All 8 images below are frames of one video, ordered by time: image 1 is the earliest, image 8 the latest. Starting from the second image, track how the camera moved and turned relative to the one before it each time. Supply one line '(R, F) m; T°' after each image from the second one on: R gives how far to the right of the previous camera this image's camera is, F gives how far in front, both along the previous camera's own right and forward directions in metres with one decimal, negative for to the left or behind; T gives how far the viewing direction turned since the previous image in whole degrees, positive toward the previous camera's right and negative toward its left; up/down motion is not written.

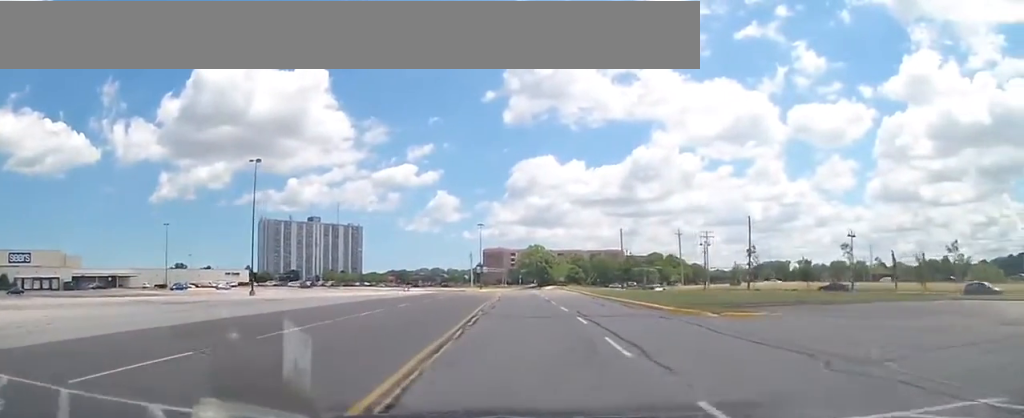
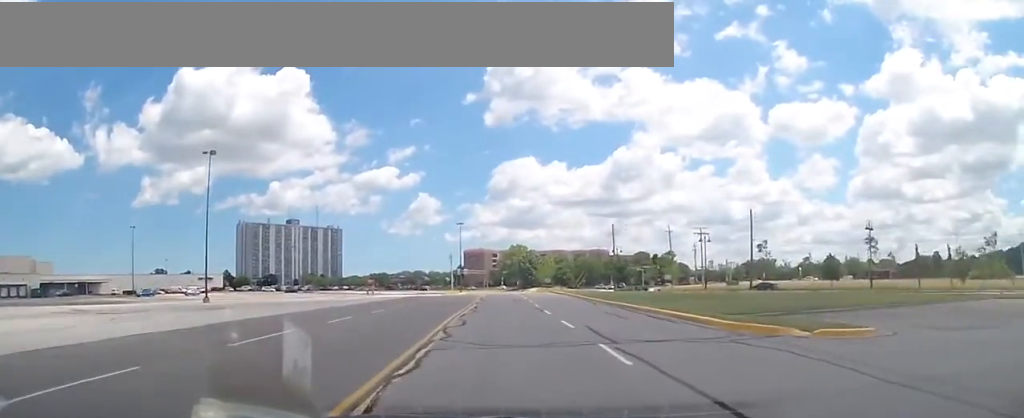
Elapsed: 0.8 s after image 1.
(+0.4, +8.0) m; +4°
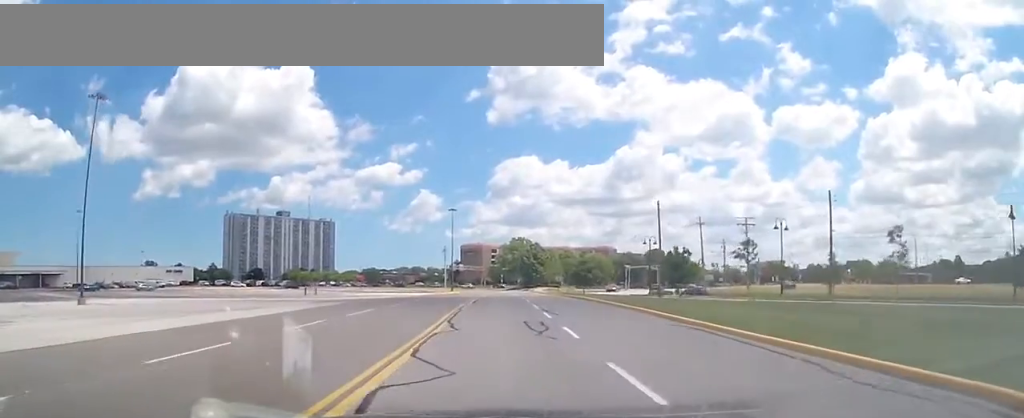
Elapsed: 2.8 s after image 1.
(+0.7, +22.5) m; +2°
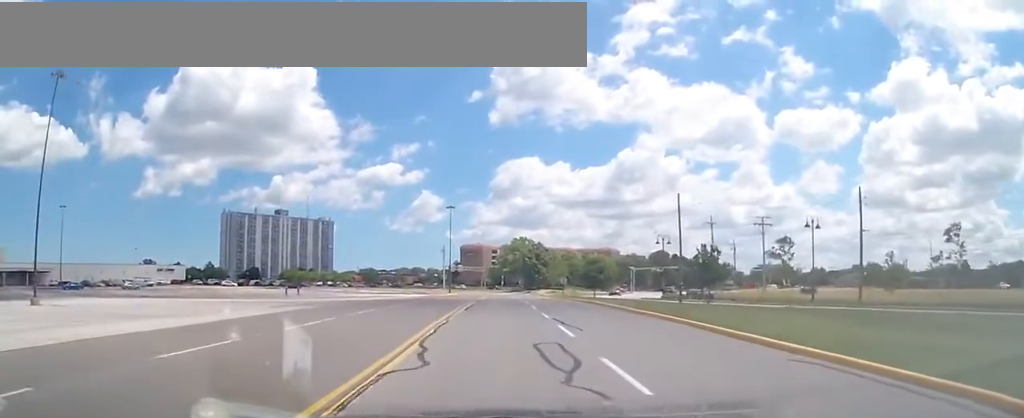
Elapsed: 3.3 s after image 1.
(0.0, +6.3) m; 0°
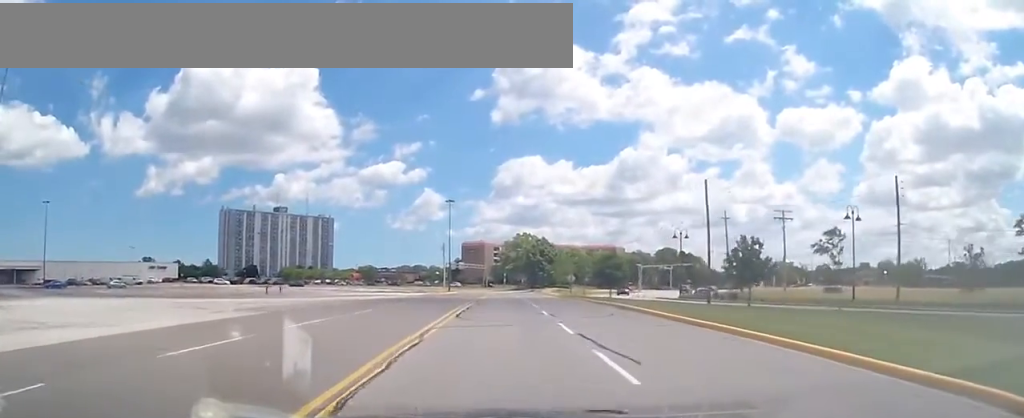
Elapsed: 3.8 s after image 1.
(0.0, +6.0) m; 0°
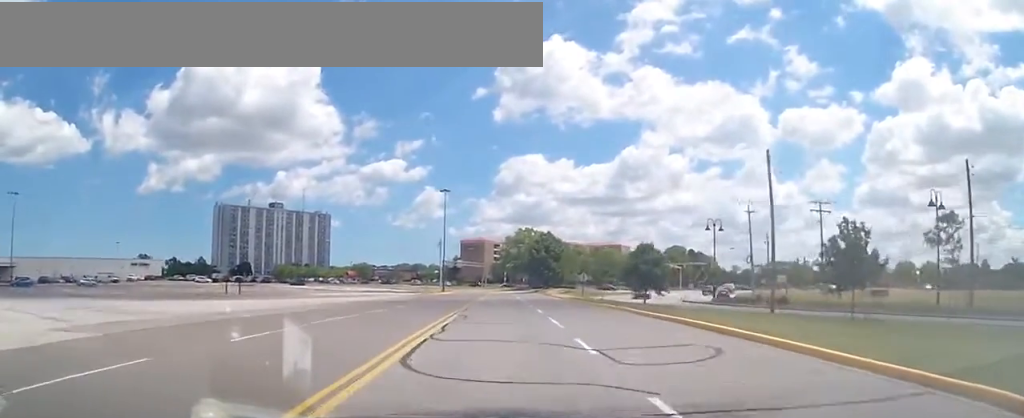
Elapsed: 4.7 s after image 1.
(0.0, +10.6) m; 0°
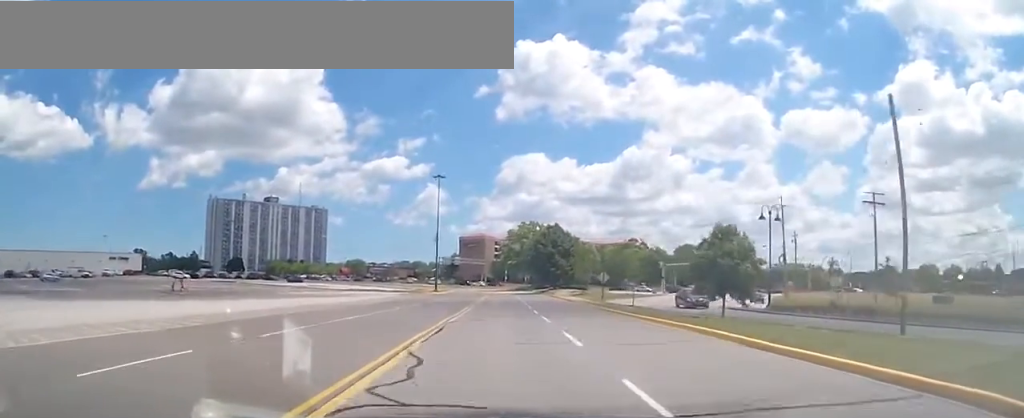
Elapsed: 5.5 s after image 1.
(0.0, +11.3) m; +1°
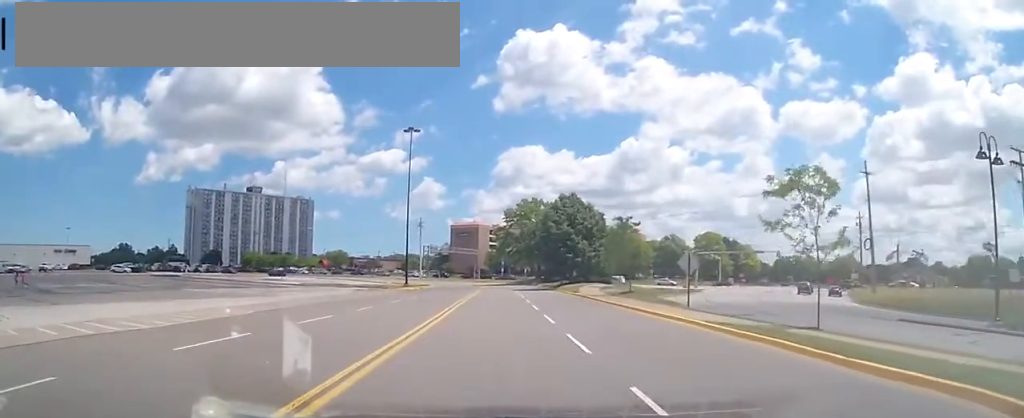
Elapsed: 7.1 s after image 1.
(0.0, +22.7) m; 0°
